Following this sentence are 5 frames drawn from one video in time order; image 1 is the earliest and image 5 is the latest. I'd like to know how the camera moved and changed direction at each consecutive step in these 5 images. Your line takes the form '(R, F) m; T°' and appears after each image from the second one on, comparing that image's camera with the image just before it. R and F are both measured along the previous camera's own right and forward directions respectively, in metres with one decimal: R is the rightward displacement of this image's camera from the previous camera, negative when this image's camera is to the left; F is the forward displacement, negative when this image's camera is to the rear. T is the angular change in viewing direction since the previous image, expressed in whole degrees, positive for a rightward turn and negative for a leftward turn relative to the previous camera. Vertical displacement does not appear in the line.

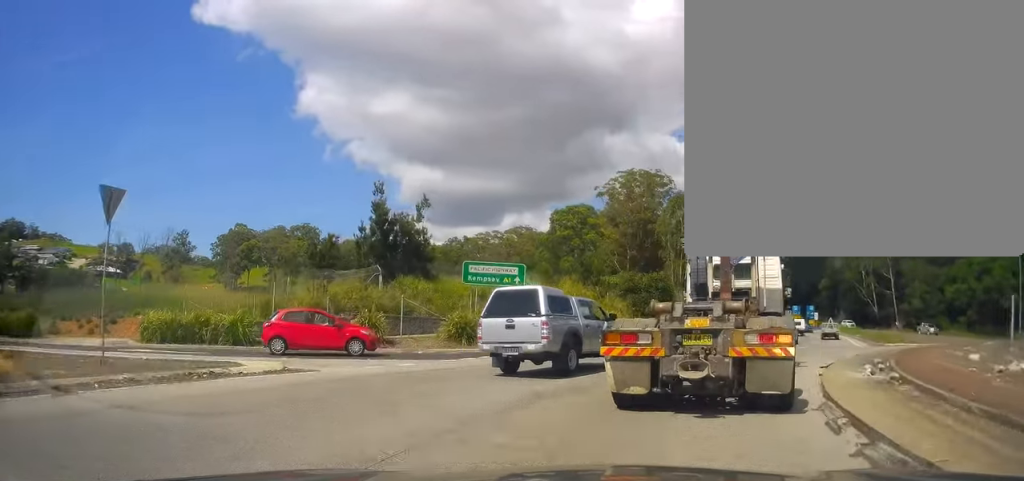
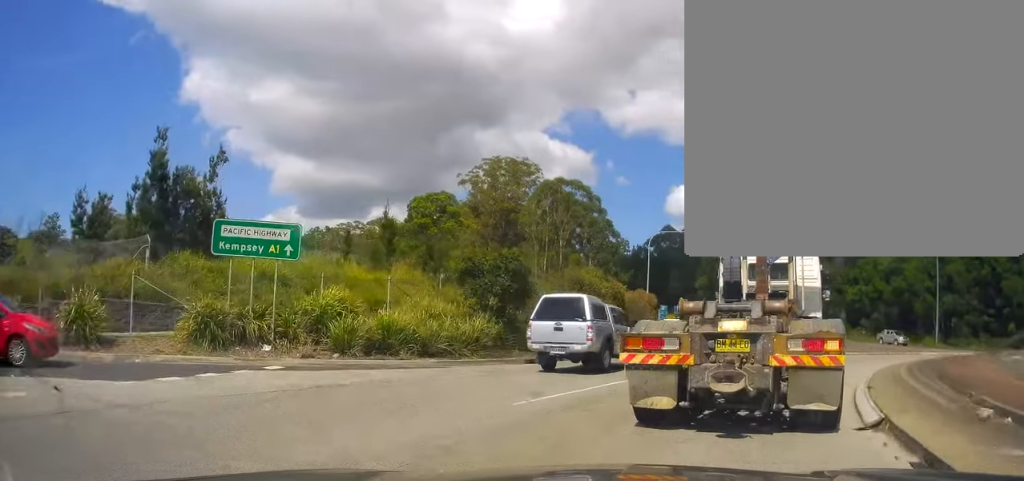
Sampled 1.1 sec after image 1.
(+0.2, +9.6) m; +6°
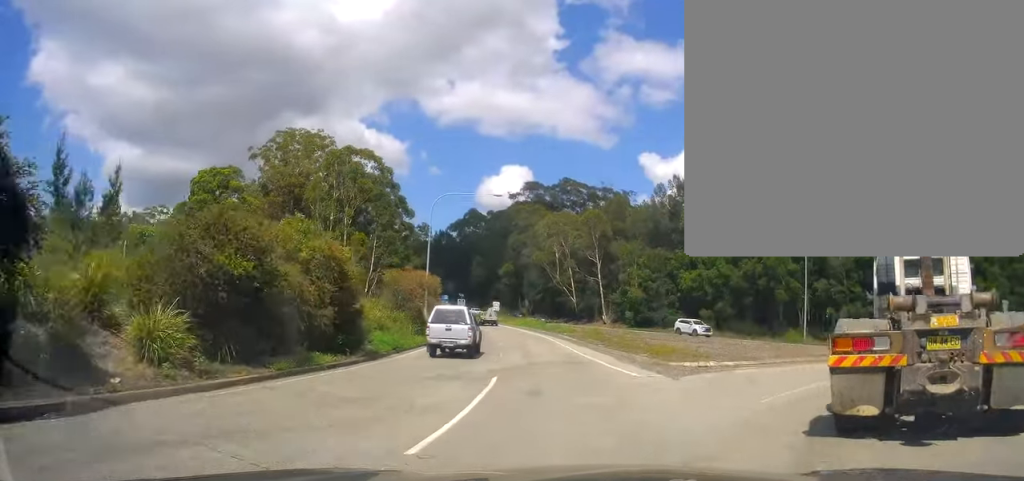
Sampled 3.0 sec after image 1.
(+3.3, +14.1) m; +23°
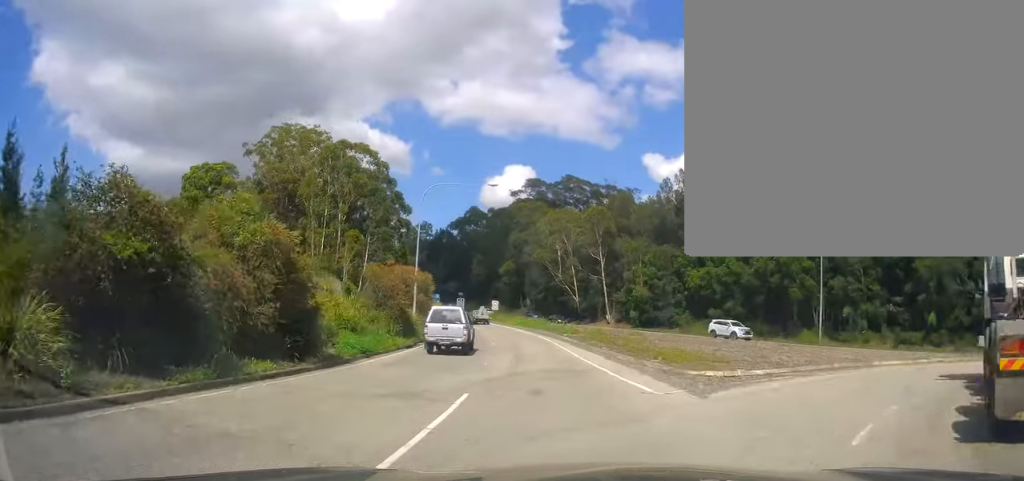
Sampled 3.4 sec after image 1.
(+0.1, +3.3) m; +2°
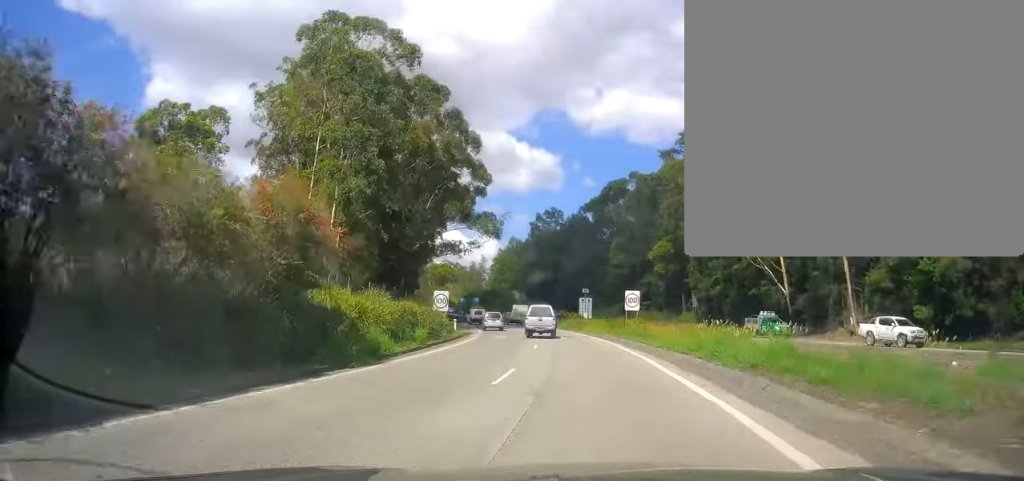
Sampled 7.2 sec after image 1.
(-2.4, +39.6) m; -11°
